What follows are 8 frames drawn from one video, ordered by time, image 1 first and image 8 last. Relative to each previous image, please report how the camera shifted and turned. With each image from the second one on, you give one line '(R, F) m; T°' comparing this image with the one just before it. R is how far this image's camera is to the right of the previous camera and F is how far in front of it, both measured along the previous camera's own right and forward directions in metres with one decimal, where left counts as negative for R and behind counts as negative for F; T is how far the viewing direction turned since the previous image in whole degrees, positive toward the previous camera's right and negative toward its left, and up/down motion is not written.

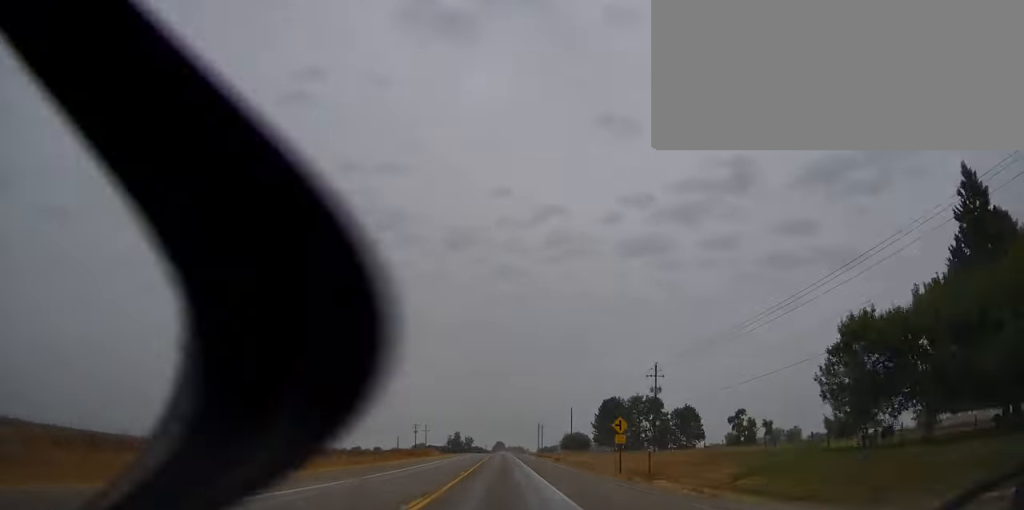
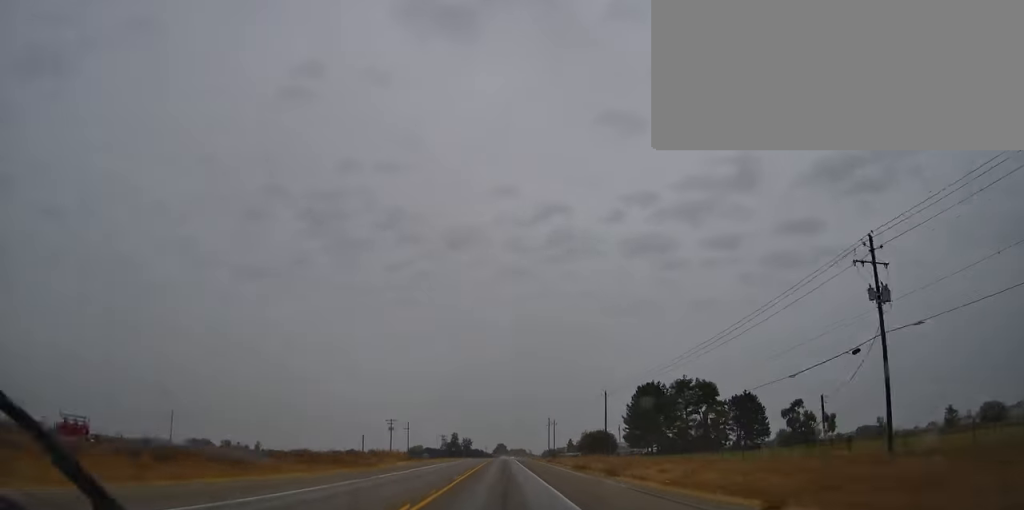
(0.0, +47.0) m; 0°
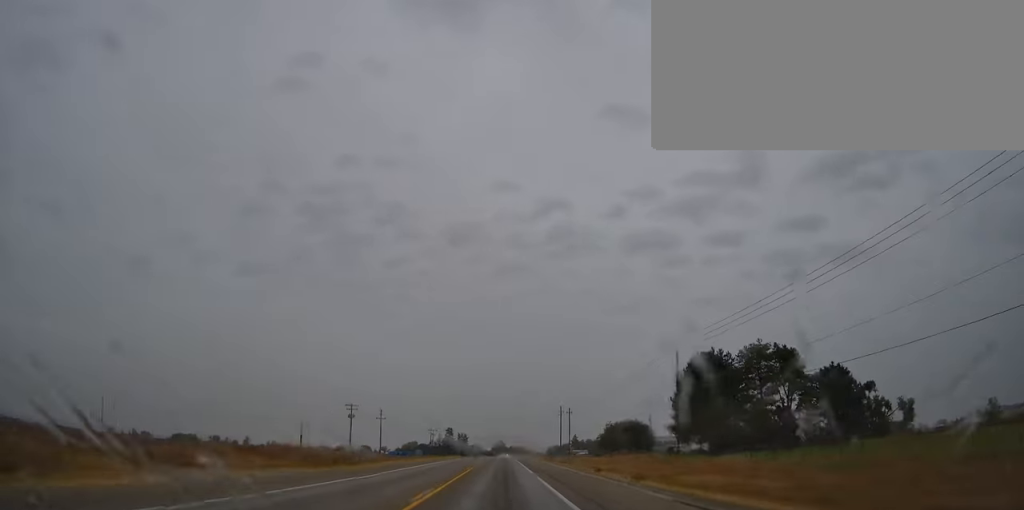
(+0.3, +42.5) m; 0°
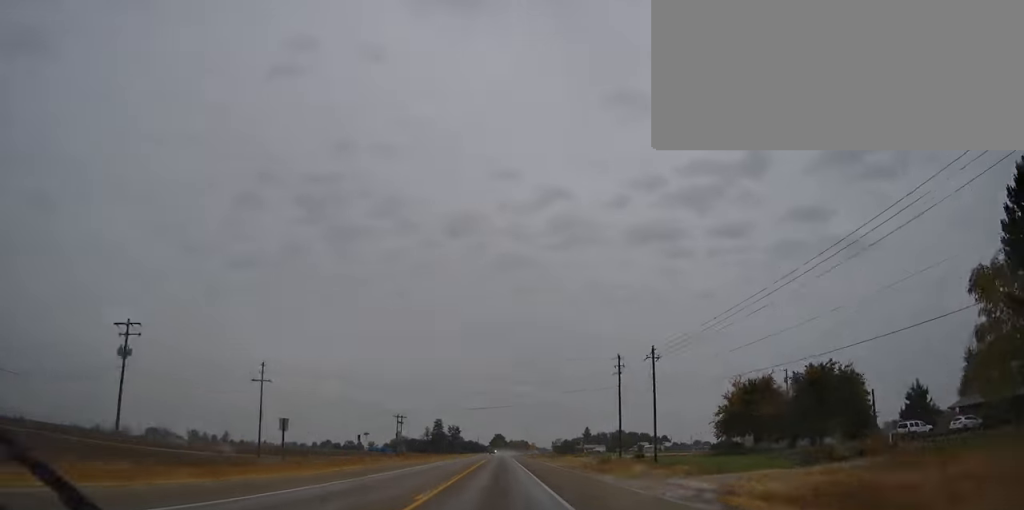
(-0.2, +77.8) m; 0°
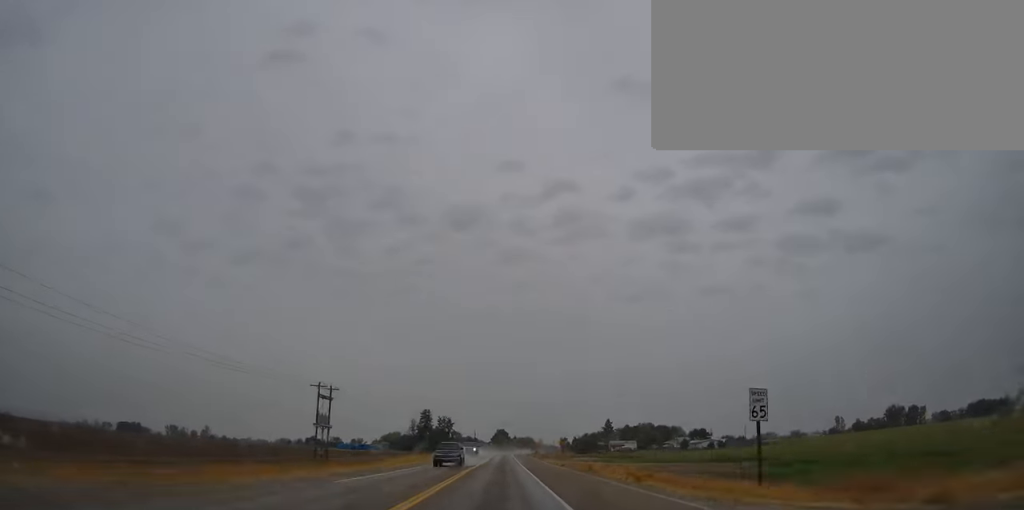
(+0.3, +76.1) m; 0°
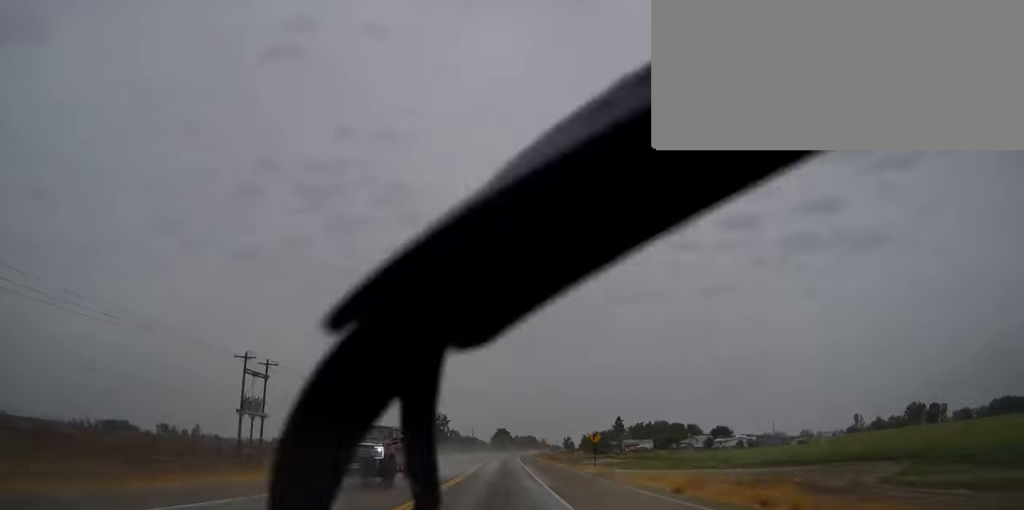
(-0.2, +29.0) m; 0°
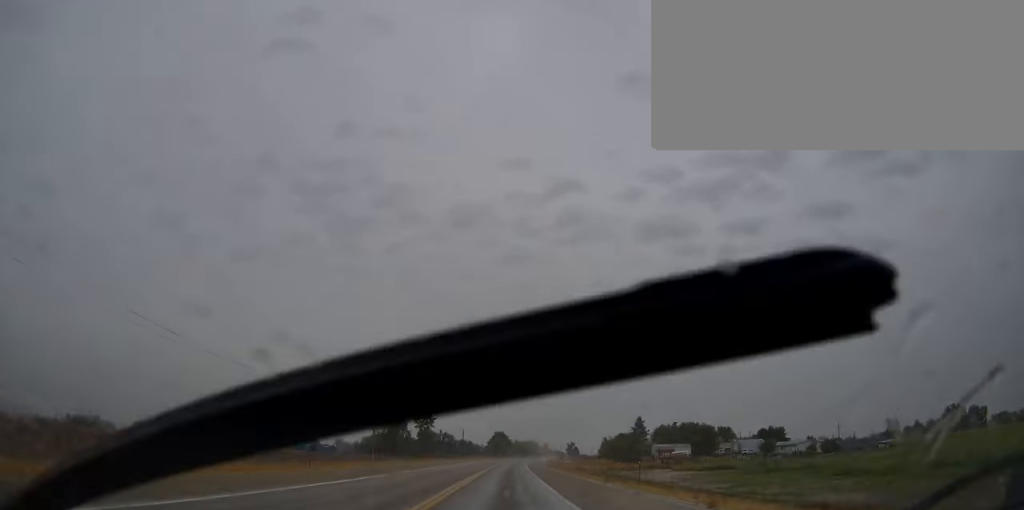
(-0.1, +52.0) m; 0°
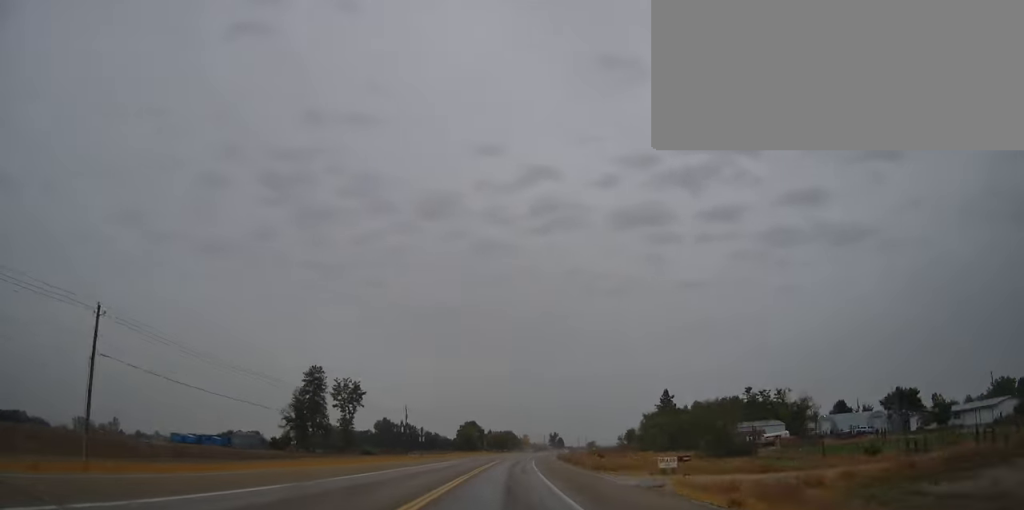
(+0.5, +80.6) m; +2°
